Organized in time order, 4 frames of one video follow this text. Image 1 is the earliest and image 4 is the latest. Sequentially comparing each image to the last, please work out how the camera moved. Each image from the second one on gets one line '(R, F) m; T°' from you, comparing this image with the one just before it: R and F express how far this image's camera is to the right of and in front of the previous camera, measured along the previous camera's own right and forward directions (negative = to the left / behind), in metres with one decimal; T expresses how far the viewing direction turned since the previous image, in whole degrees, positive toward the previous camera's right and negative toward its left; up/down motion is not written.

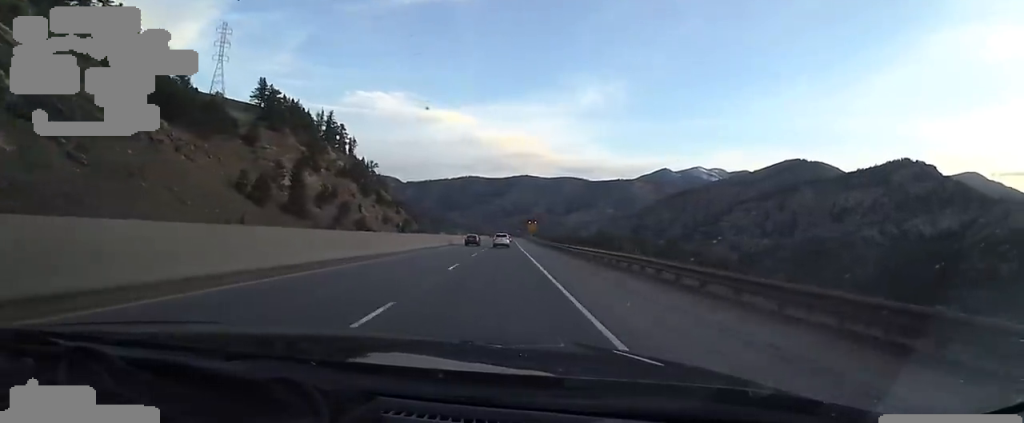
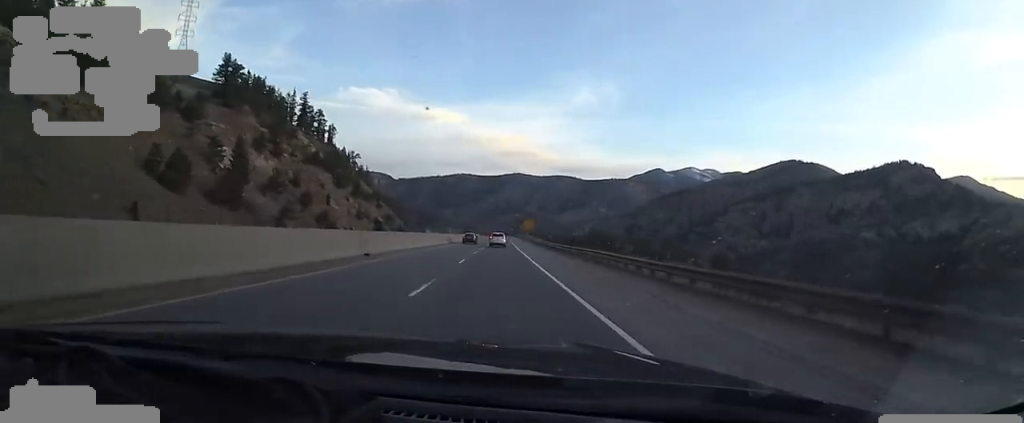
(+0.8, +19.3) m; +1°
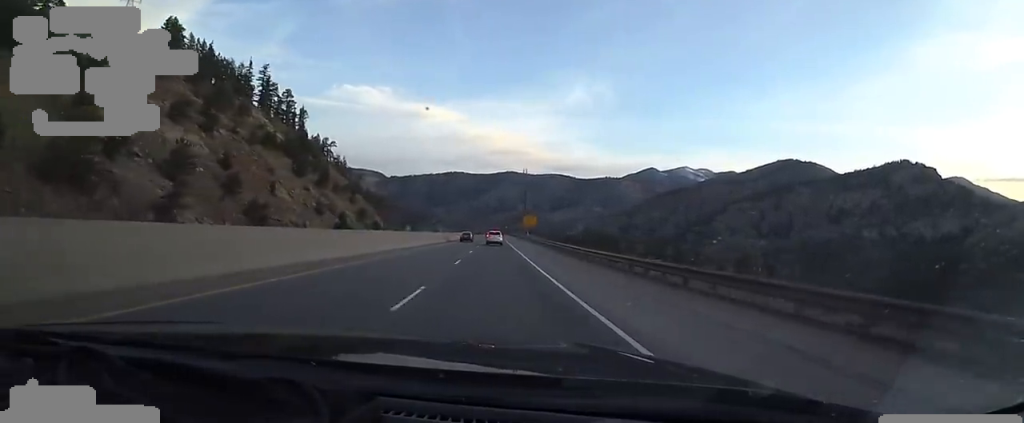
(+0.3, +25.2) m; 0°
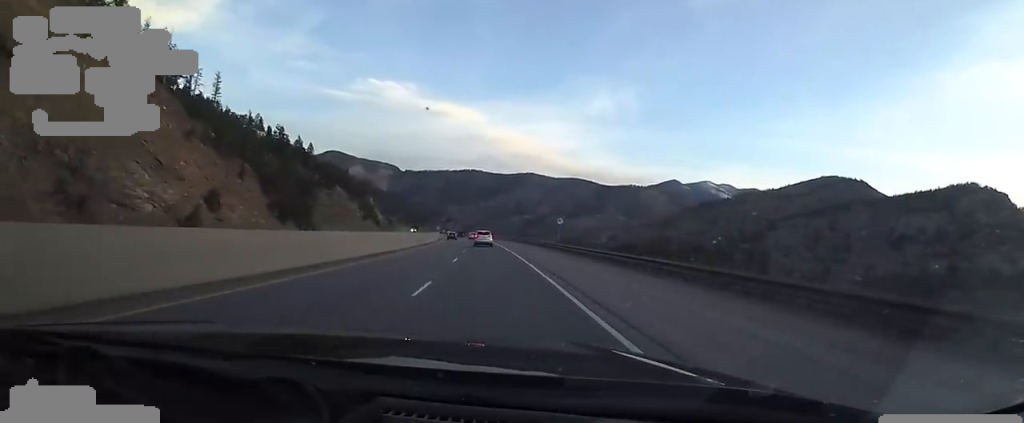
(-0.7, +130.1) m; -2°
